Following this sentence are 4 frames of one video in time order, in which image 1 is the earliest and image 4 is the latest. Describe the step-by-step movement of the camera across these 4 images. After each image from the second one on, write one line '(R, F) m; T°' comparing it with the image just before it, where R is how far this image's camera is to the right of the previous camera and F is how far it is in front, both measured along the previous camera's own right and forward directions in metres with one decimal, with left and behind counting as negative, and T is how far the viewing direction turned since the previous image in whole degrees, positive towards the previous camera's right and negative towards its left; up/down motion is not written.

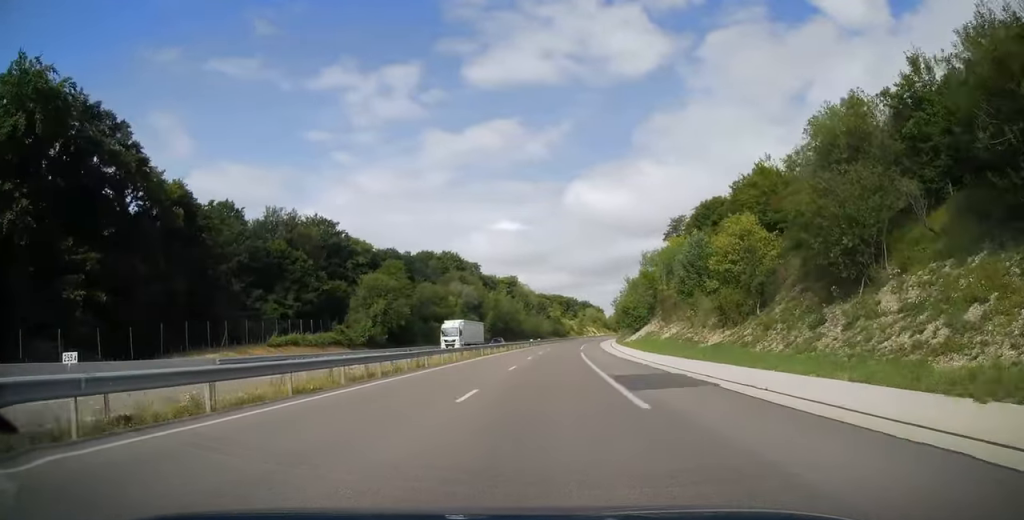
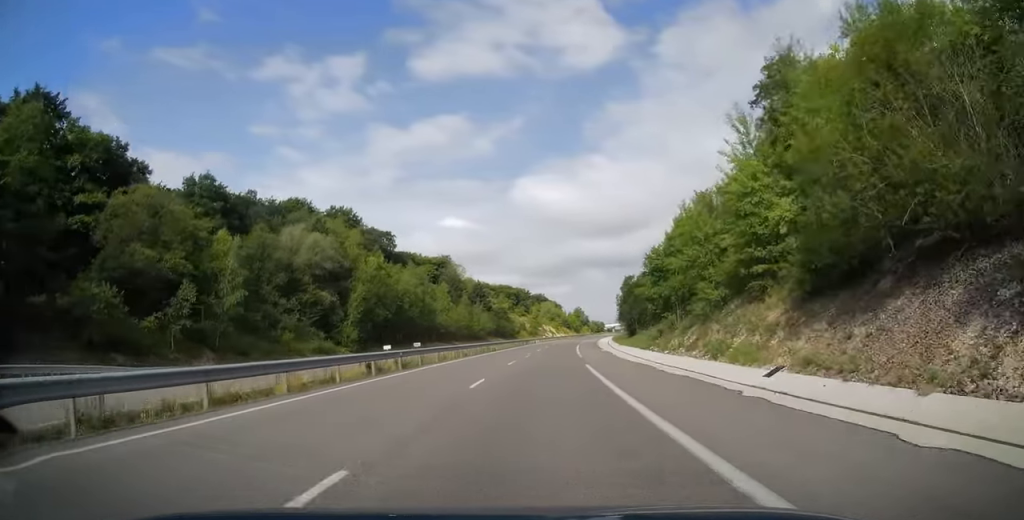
(+2.7, +75.1) m; +4°
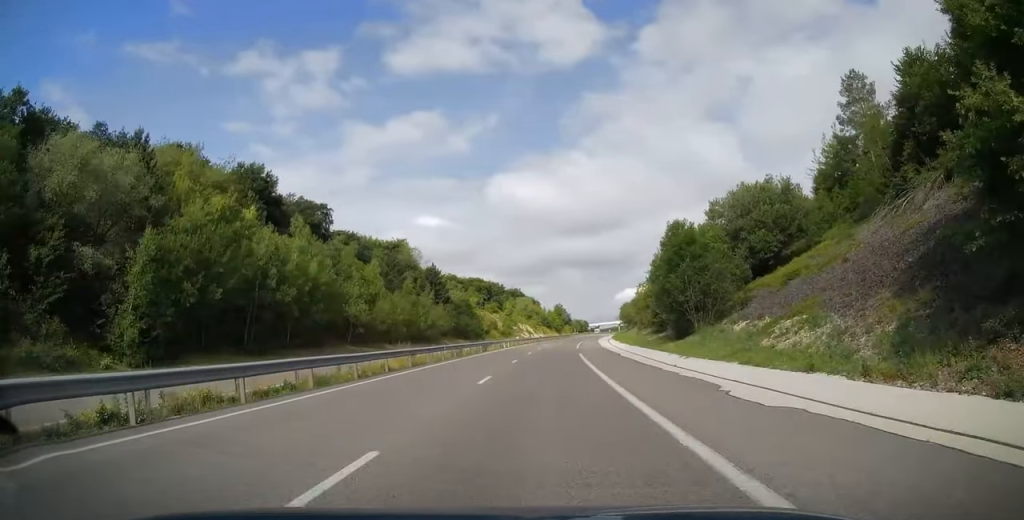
(+1.2, +38.0) m; +3°
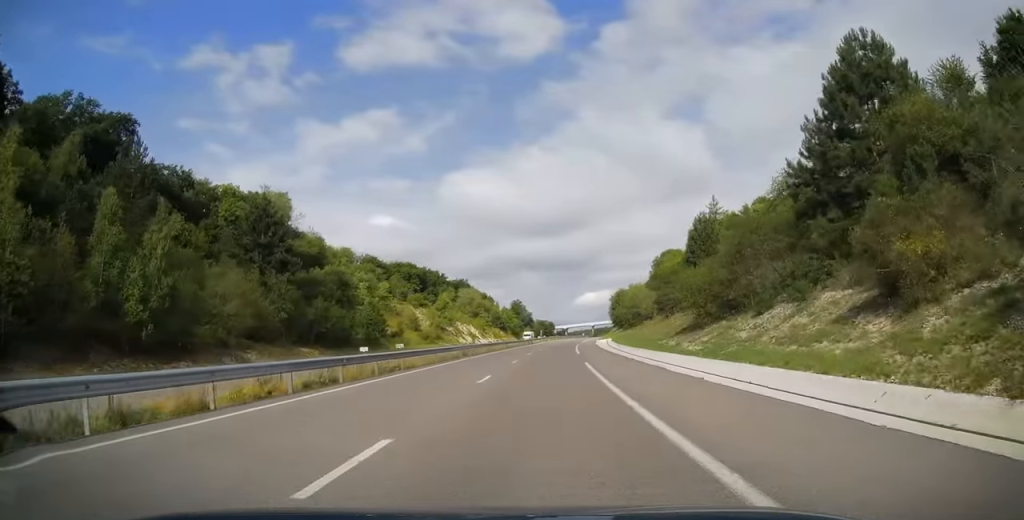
(+1.3, +64.3) m; +4°
